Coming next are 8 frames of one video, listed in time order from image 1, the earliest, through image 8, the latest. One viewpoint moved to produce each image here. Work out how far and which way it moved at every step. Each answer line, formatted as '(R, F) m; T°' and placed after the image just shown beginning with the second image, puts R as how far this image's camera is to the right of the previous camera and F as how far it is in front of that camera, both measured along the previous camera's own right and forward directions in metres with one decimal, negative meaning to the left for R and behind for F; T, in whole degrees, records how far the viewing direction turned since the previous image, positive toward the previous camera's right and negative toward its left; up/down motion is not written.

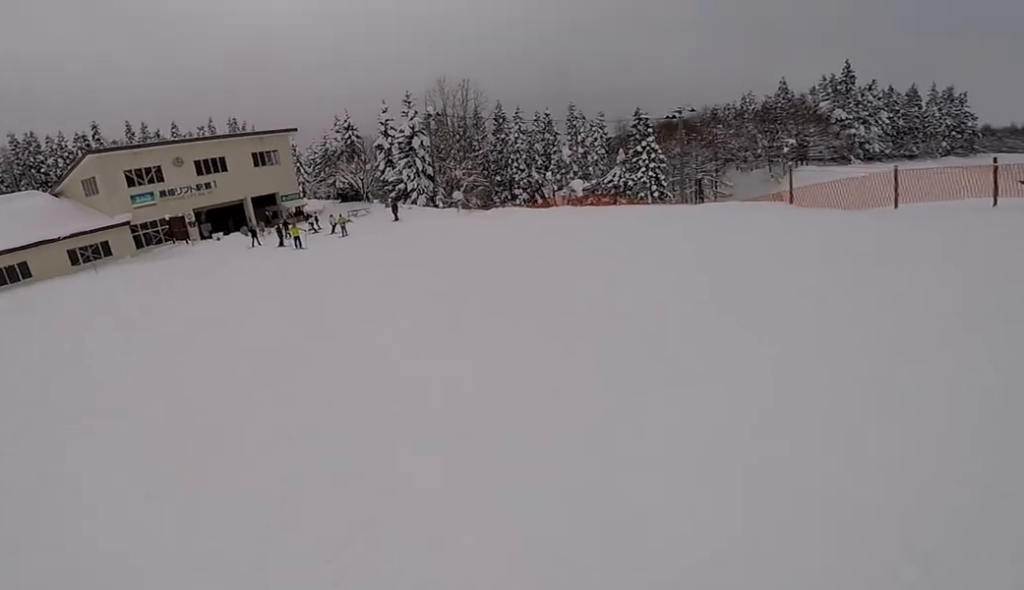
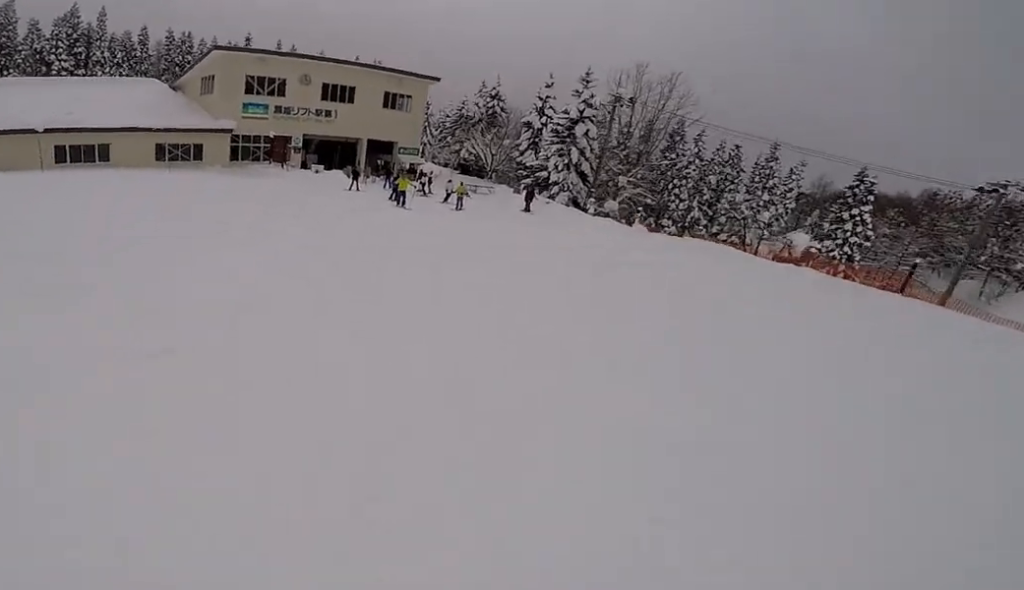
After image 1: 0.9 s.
(-0.8, +5.5) m; -3°
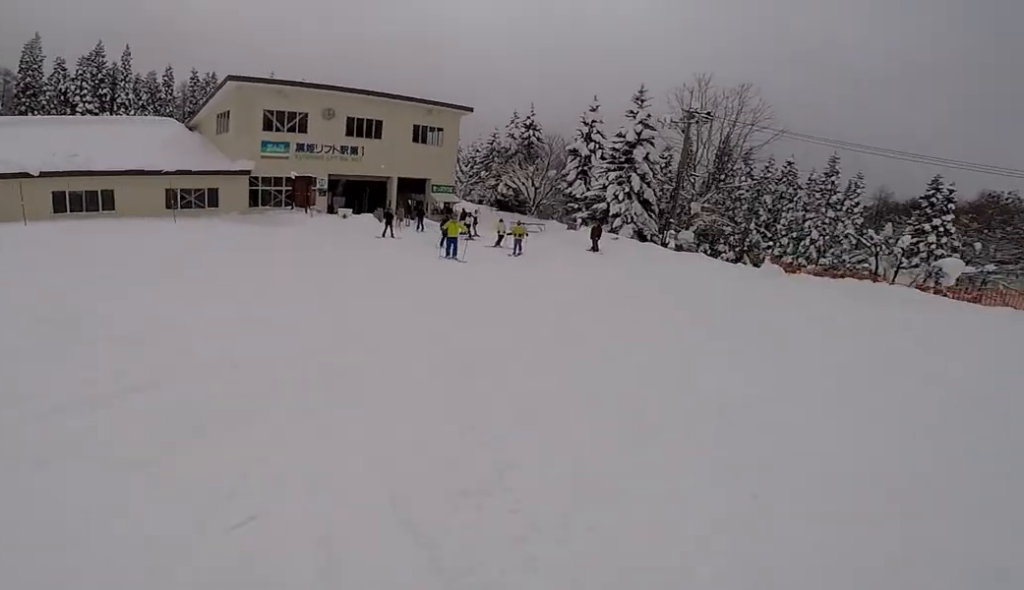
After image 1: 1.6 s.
(+0.2, +3.7) m; +2°
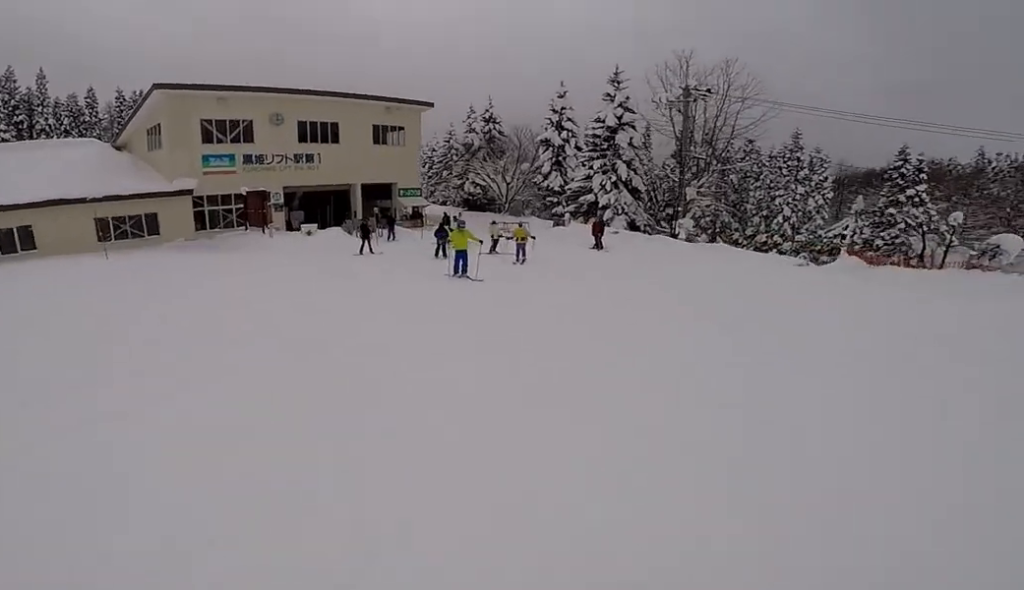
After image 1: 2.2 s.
(+0.2, +2.8) m; +4°
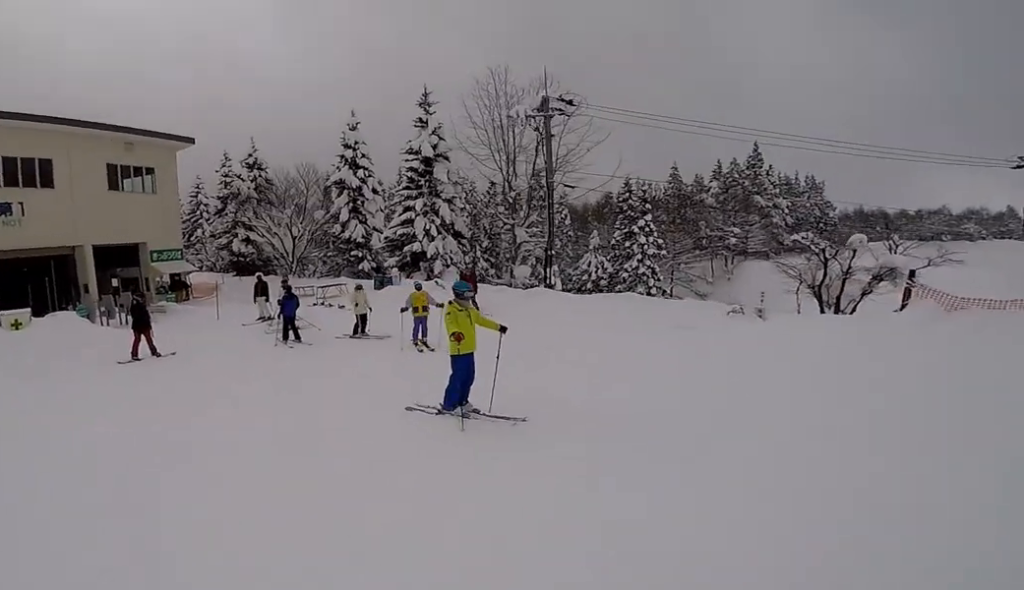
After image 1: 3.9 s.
(+1.7, +7.2) m; +23°
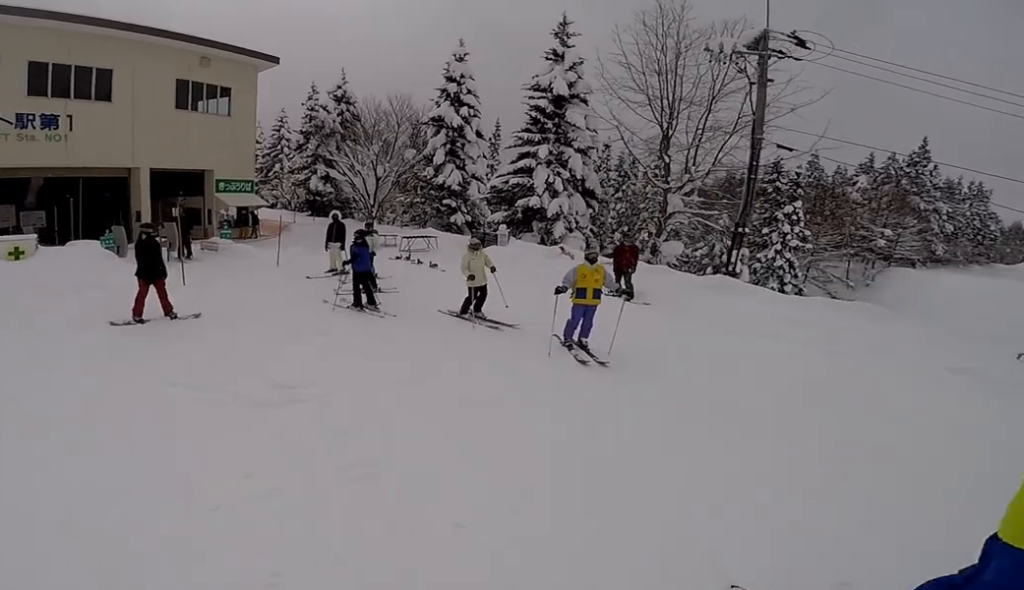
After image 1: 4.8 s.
(-0.1, +4.1) m; -4°
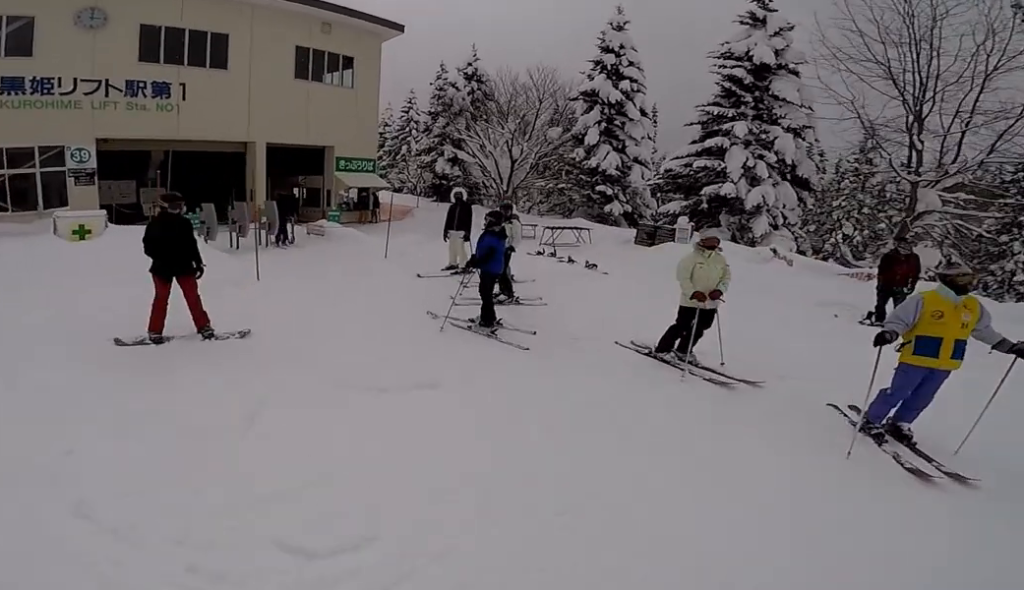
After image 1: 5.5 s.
(-0.1, +2.7) m; -3°
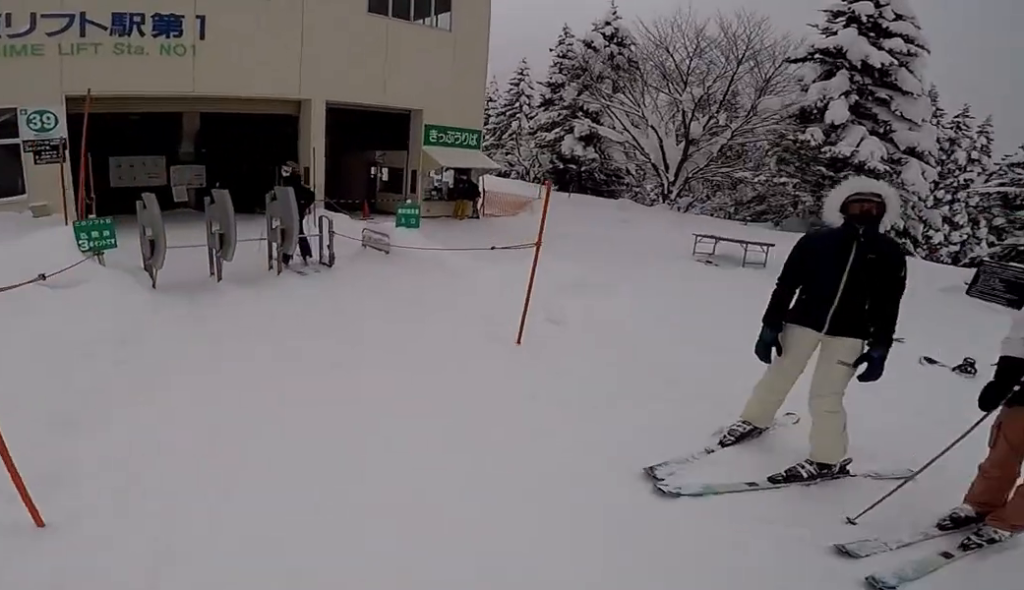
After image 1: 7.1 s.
(0.0, +5.5) m; -15°
